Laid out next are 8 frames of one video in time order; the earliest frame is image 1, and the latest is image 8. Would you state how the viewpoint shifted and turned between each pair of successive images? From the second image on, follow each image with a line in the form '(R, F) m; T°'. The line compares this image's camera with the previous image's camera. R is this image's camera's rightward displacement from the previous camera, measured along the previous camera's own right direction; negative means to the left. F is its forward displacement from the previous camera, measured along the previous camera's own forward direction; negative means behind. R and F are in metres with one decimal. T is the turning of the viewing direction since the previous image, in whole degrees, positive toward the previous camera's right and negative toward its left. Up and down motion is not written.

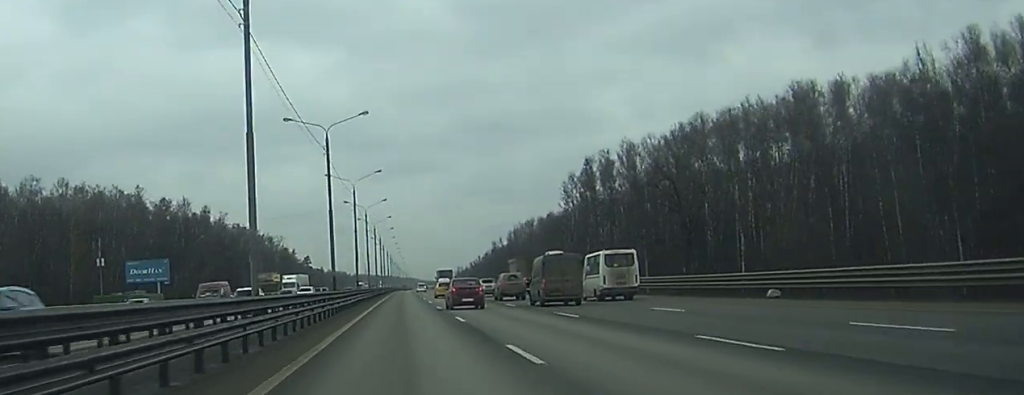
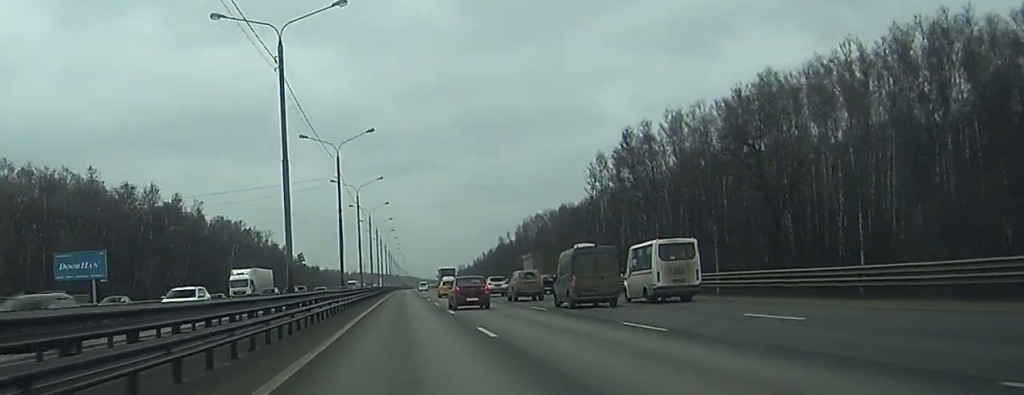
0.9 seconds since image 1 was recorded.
(0.0, +25.7) m; 0°
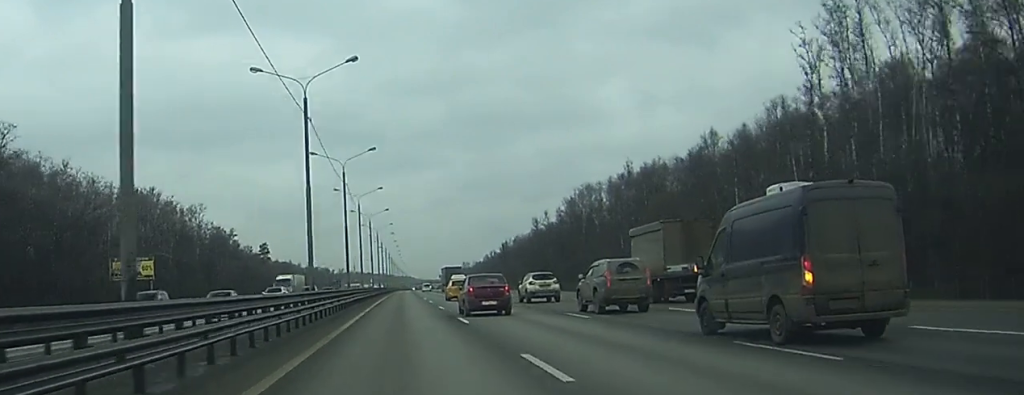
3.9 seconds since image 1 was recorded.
(+0.2, +89.6) m; -1°
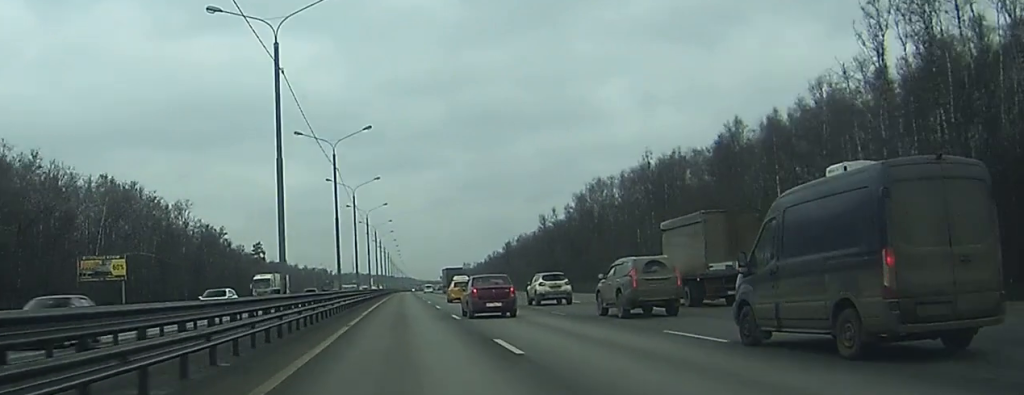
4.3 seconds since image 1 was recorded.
(0.0, +12.0) m; -1°
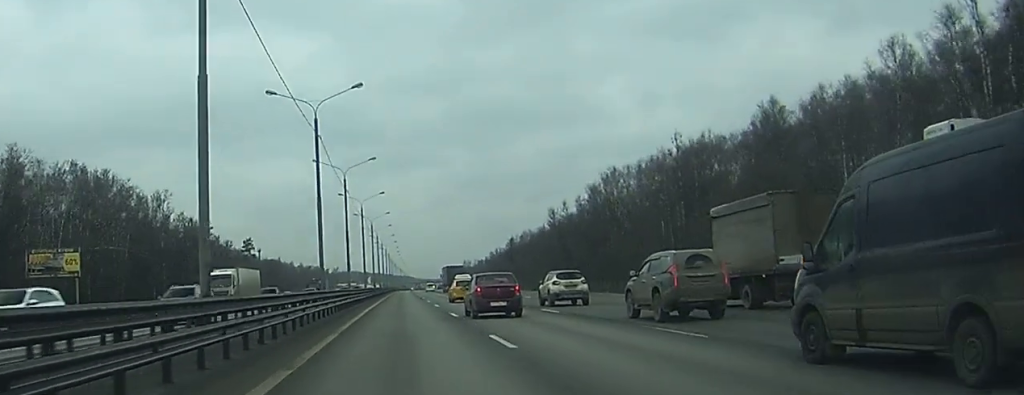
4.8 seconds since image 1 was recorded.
(0.0, +14.9) m; 0°
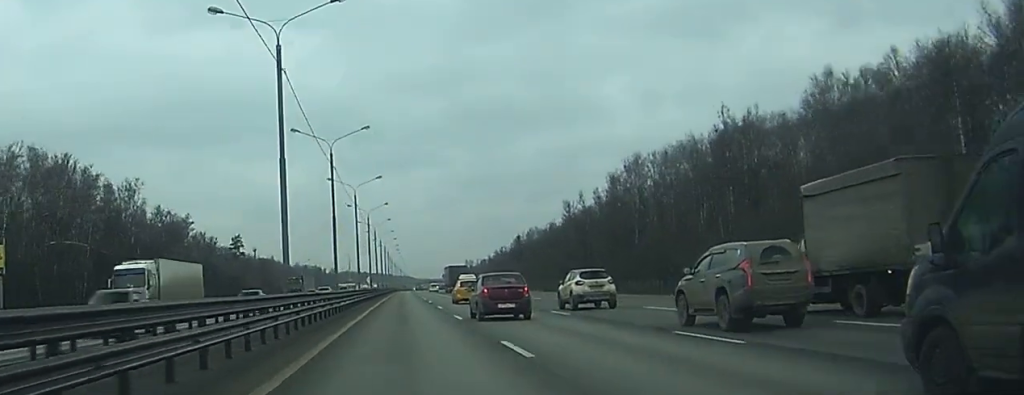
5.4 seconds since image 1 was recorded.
(-0.4, +17.9) m; +1°
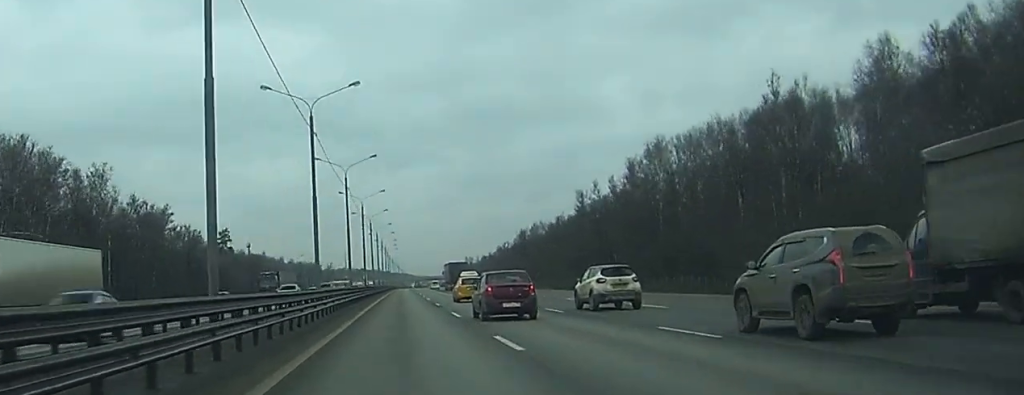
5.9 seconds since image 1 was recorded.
(+0.1, +14.9) m; +1°
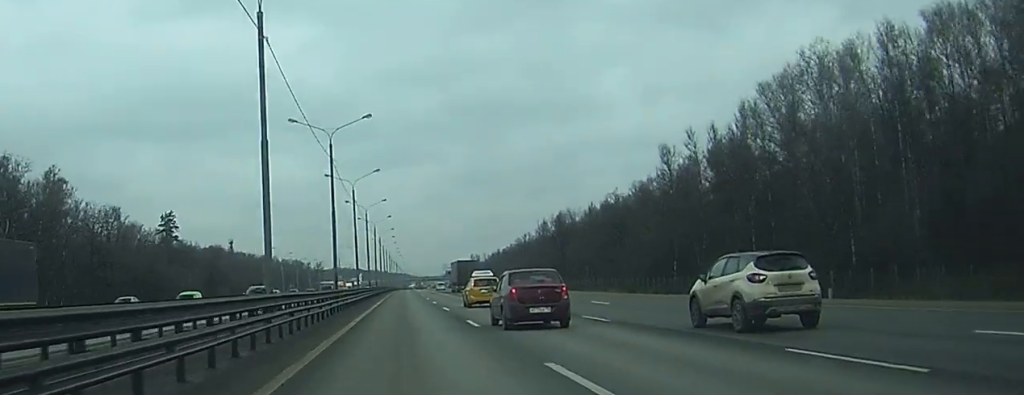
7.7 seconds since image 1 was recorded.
(+0.9, +54.7) m; 0°
